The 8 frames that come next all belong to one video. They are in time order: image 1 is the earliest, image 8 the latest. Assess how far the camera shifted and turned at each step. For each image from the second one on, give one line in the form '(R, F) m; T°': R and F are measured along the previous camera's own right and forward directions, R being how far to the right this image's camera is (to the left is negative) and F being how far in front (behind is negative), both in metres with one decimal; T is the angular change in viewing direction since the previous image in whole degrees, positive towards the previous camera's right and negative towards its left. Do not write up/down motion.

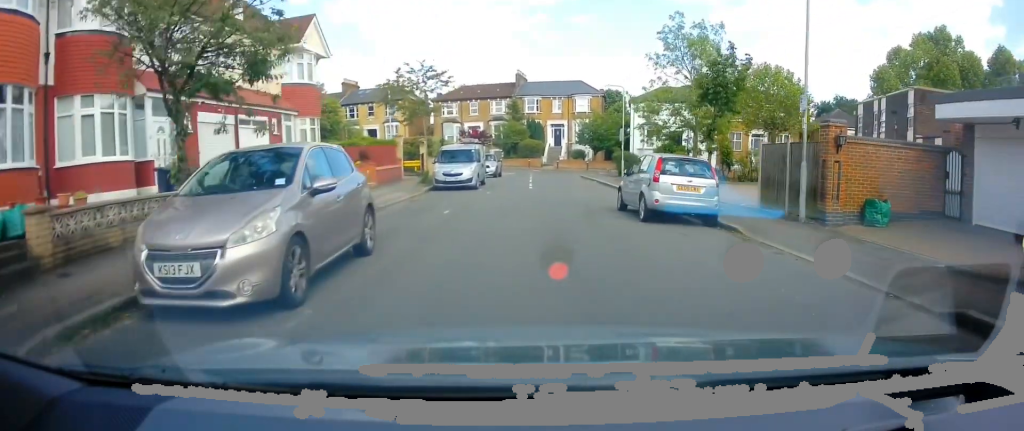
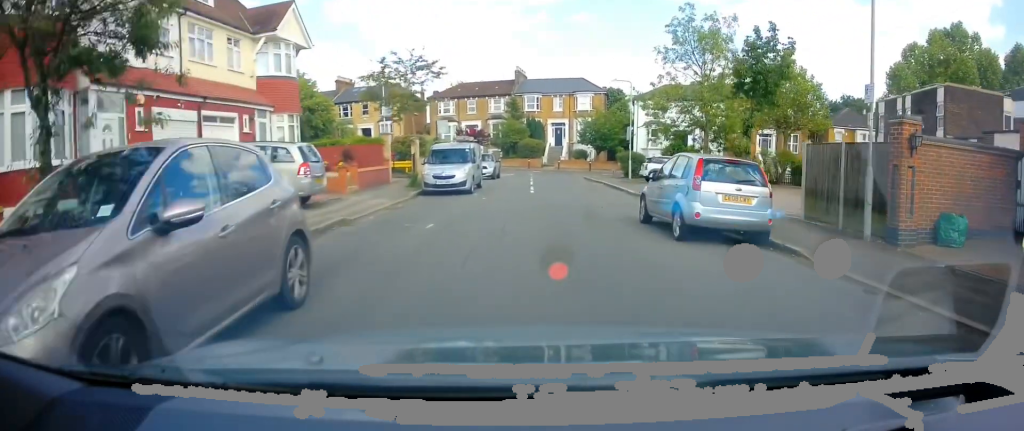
(-0.3, +2.5) m; 0°
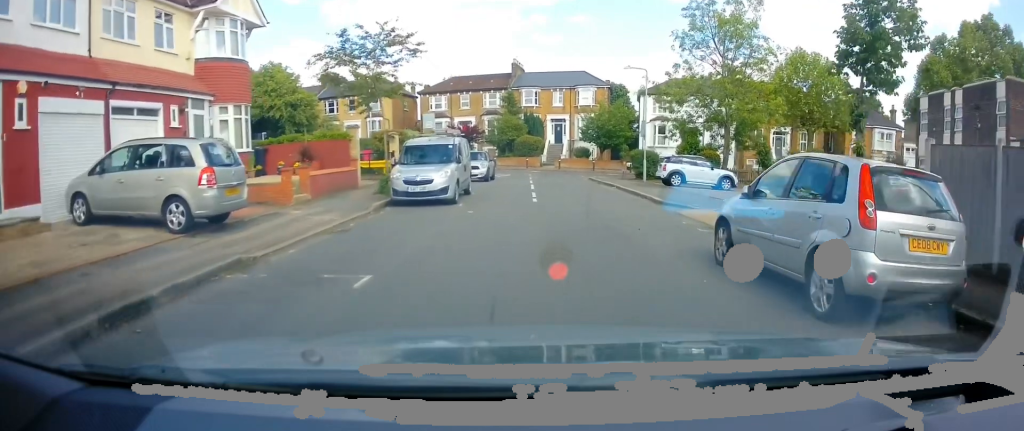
(+0.2, +4.7) m; +5°
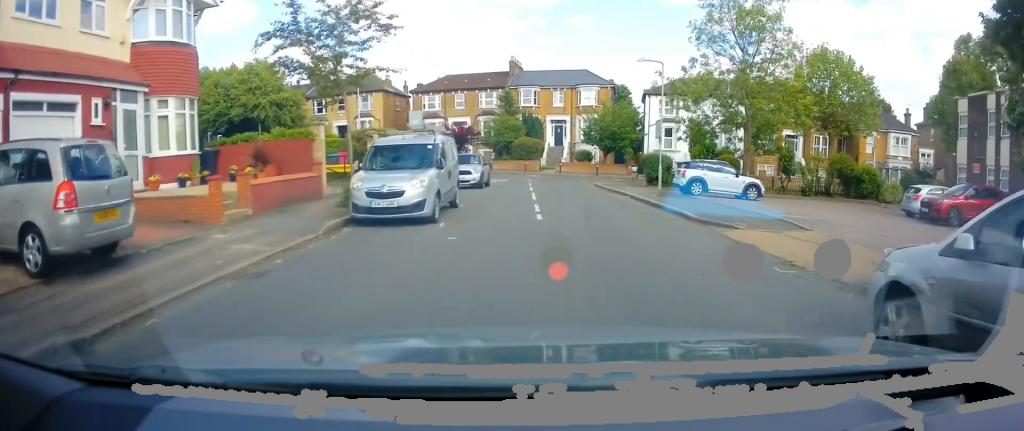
(+0.1, +3.7) m; +2°
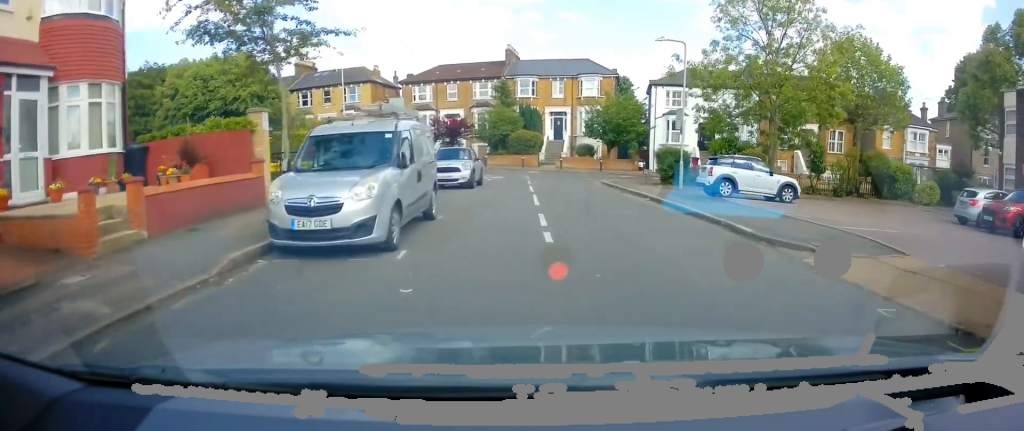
(0.0, +3.7) m; 0°
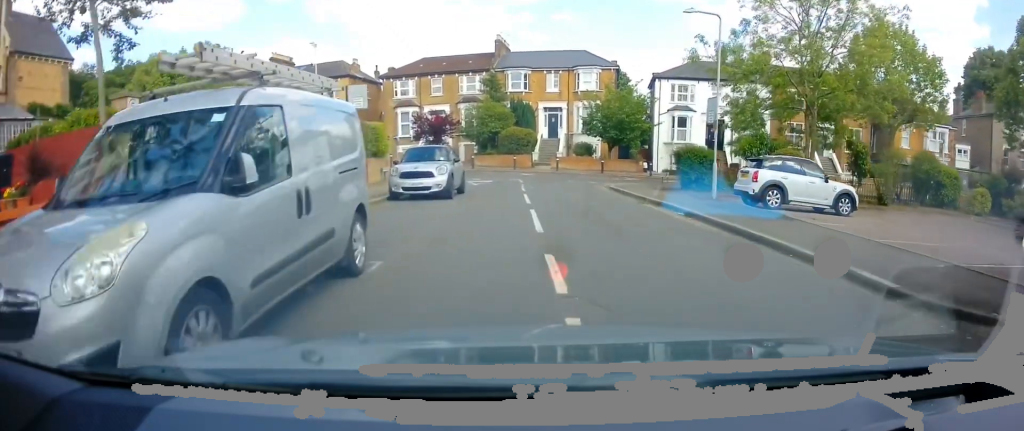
(0.0, +4.8) m; 0°
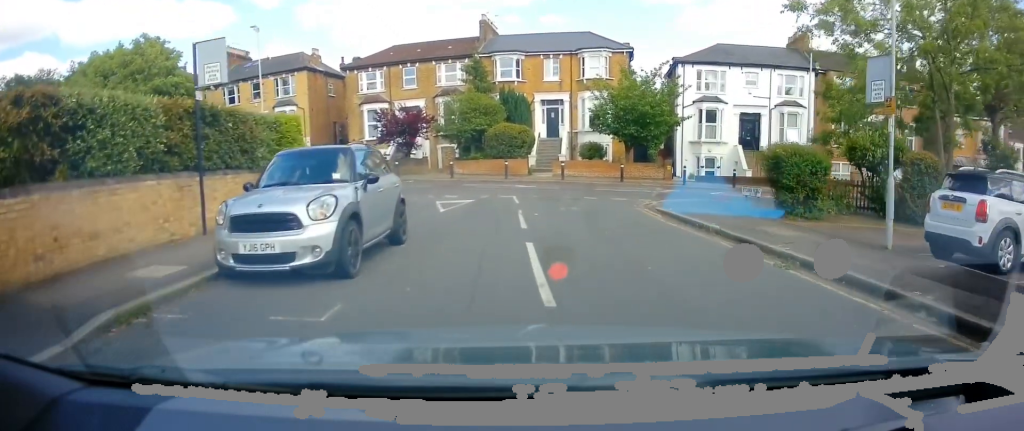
(0.0, +9.8) m; 0°
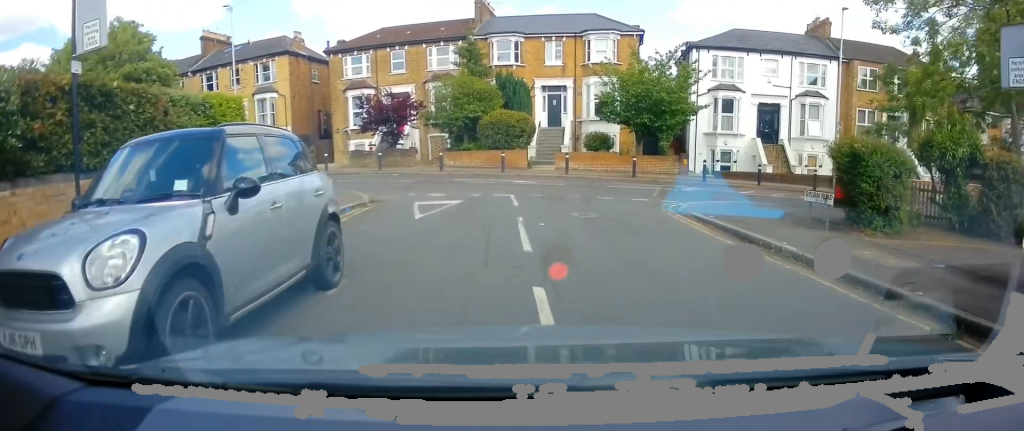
(0.0, +3.8) m; 0°
